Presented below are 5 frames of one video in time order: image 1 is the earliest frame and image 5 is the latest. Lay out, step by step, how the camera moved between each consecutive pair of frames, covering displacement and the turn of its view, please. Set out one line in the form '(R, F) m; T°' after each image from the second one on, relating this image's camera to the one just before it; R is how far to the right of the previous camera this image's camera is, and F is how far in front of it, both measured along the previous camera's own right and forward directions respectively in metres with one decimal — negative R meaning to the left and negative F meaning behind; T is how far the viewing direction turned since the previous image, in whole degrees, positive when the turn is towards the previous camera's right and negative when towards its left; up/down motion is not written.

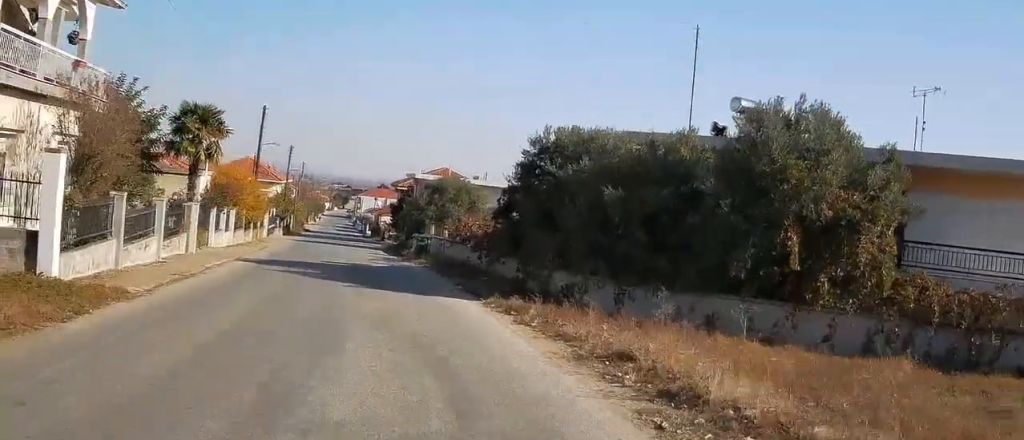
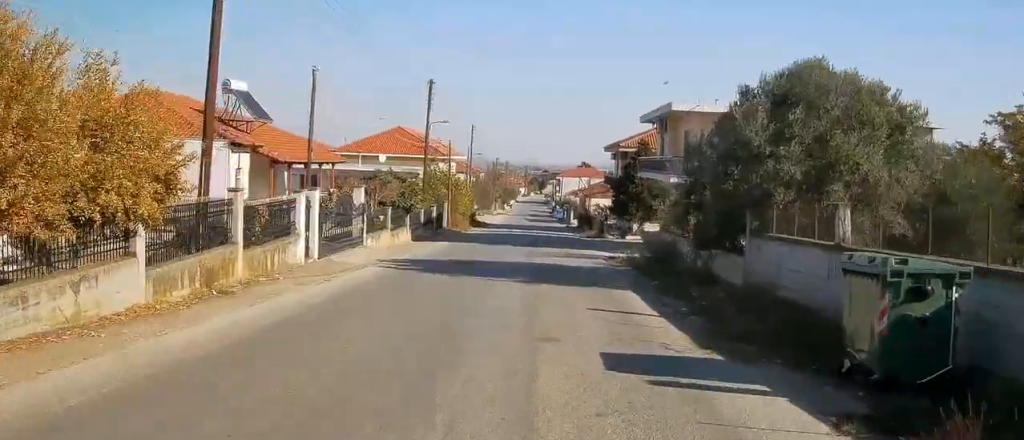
(-7.5, +35.2) m; -17°
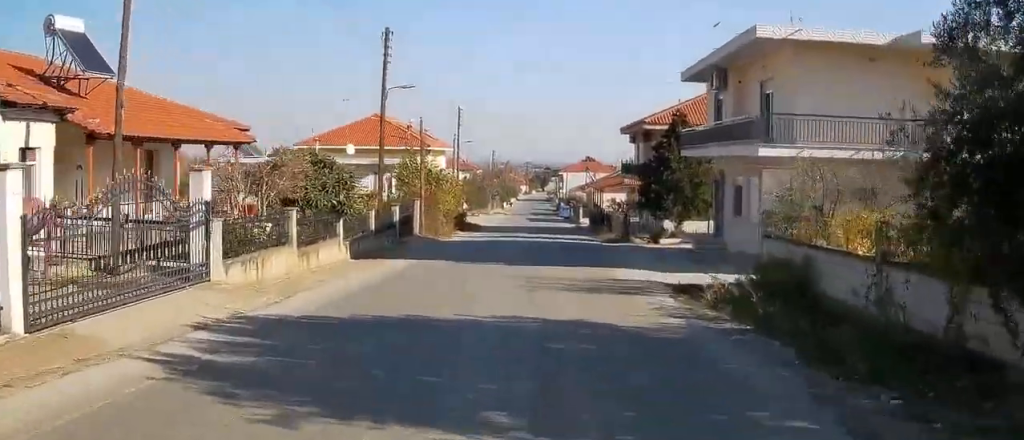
(+0.3, +13.0) m; +1°
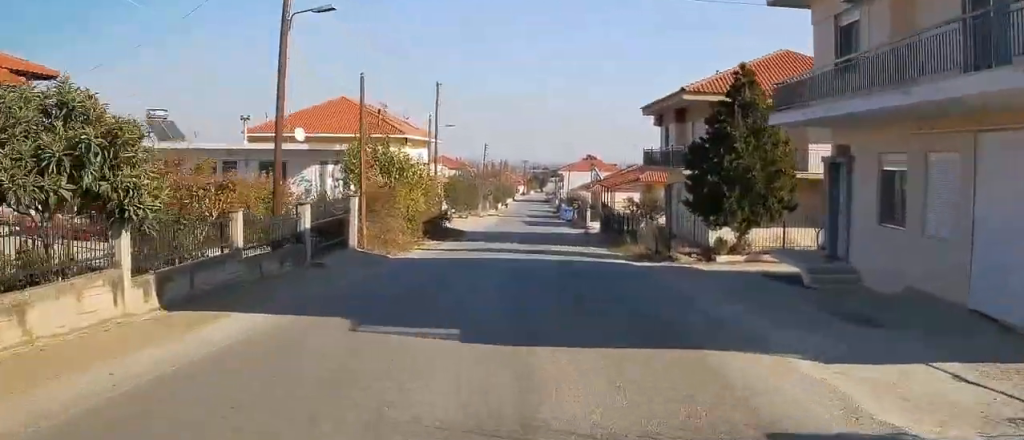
(-0.1, +13.2) m; 0°
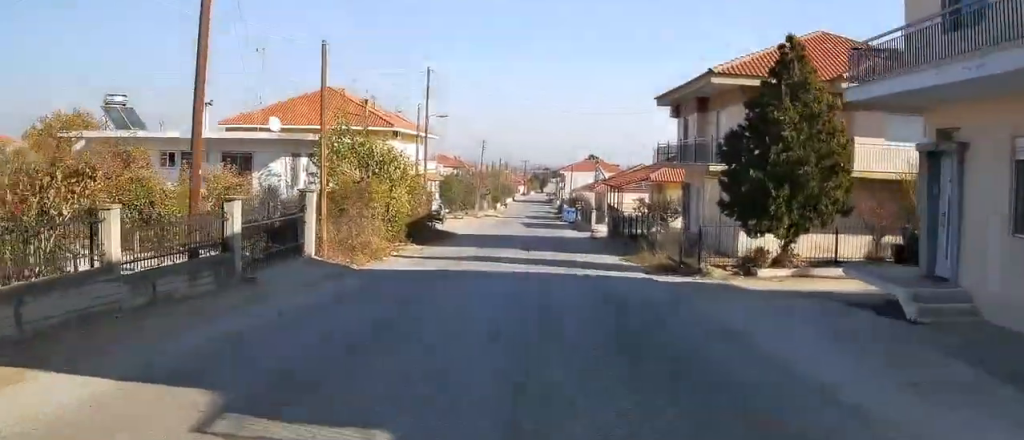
(0.0, +5.3) m; 0°
